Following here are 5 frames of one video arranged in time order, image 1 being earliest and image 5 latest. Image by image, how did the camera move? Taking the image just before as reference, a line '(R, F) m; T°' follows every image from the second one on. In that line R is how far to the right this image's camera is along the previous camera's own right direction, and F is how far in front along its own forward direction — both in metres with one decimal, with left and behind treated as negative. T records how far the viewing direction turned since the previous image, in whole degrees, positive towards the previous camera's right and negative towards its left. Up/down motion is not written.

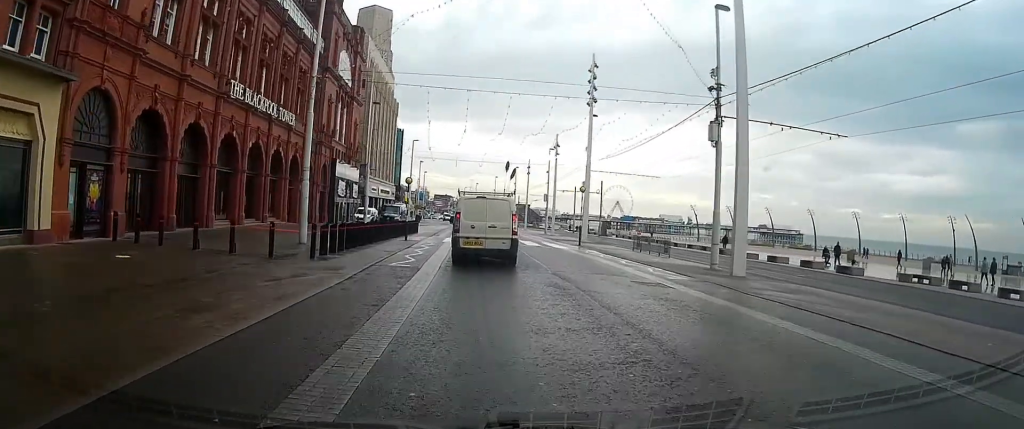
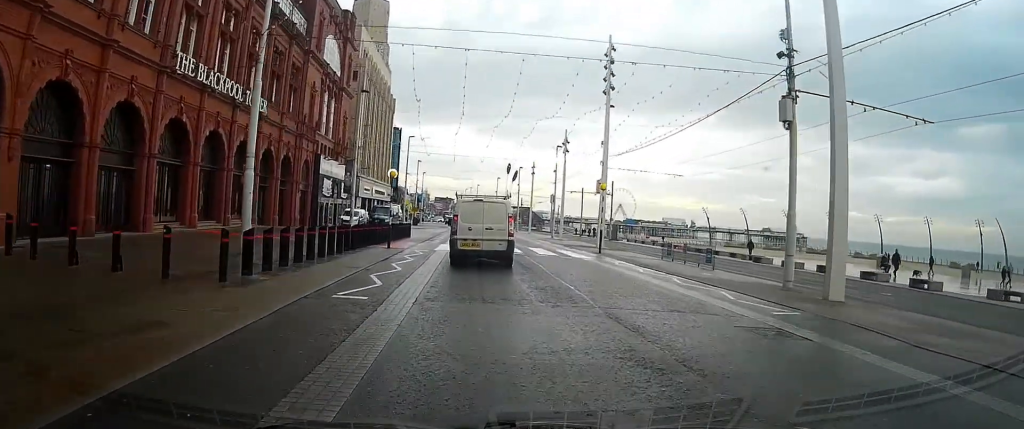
(+0.1, +6.5) m; -1°
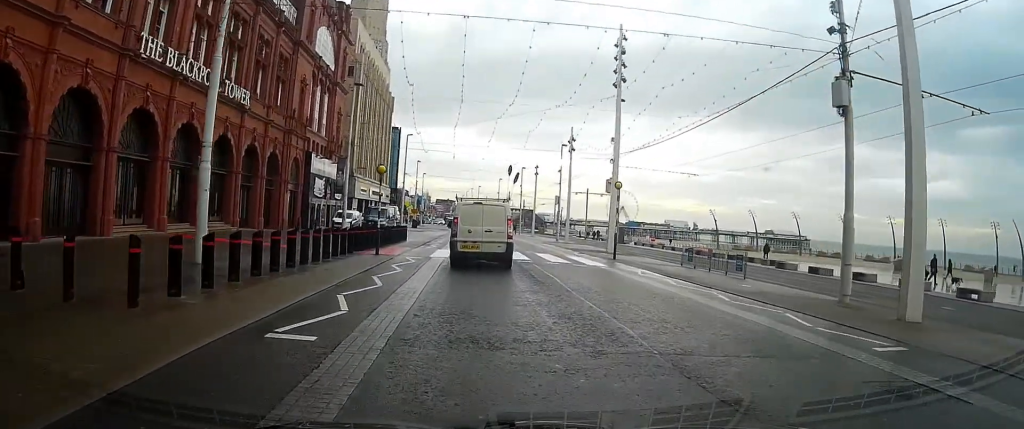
(0.0, +3.3) m; 0°
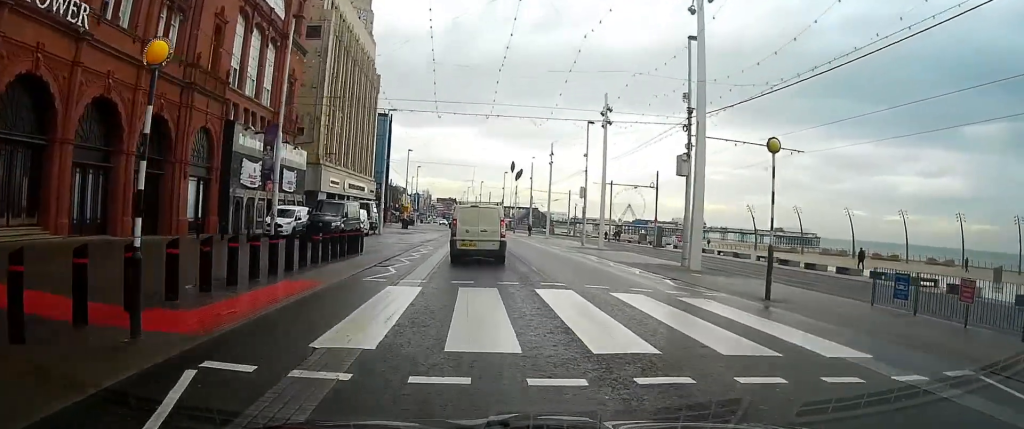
(-0.2, +16.8) m; -1°
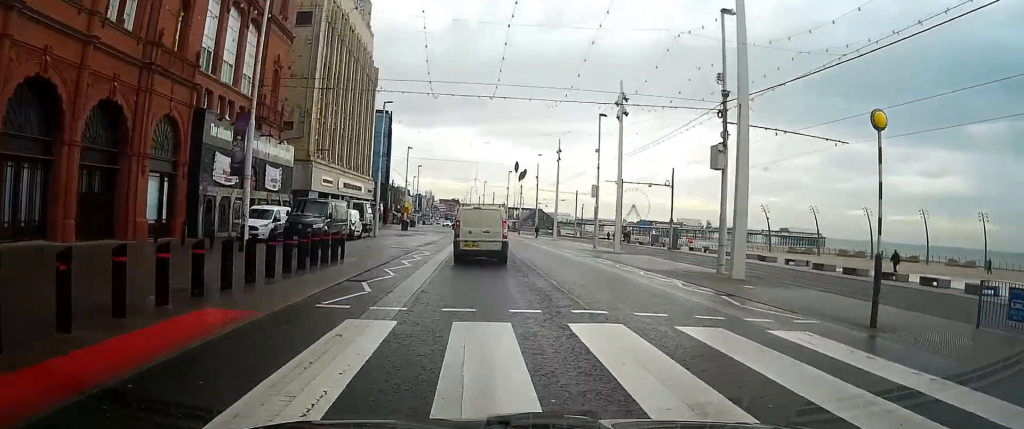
(0.0, +4.3) m; -1°
